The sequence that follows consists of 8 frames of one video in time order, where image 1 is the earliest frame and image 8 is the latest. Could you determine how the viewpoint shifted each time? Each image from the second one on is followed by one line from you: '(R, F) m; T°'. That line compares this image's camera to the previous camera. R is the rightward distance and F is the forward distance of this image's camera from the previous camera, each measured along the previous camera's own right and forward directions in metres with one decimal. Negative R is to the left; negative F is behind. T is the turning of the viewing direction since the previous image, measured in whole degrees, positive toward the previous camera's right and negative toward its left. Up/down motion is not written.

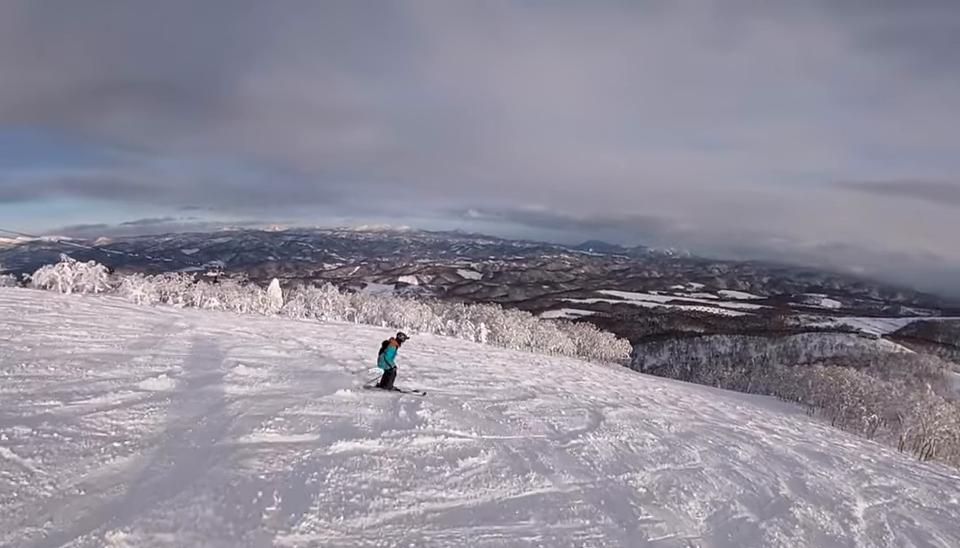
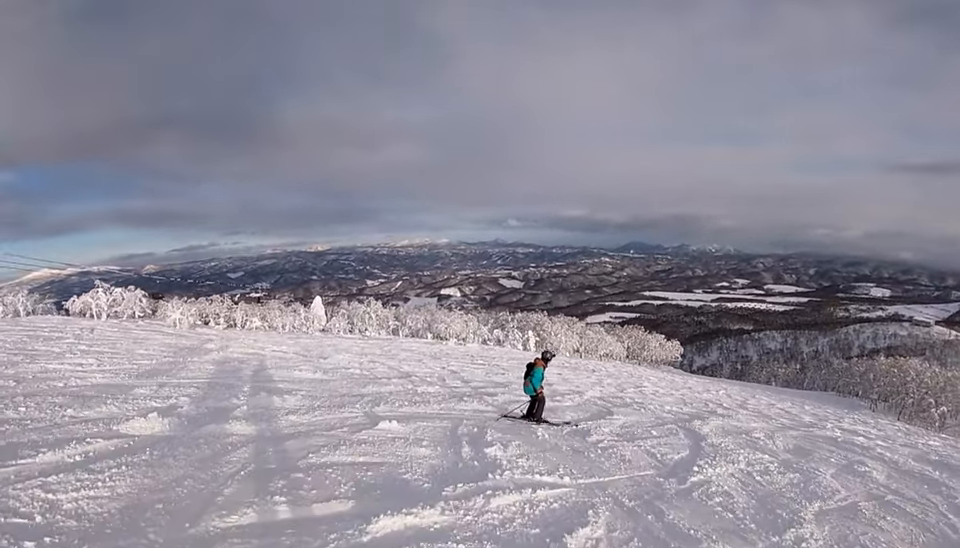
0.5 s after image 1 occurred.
(+0.1, +2.3) m; +6°
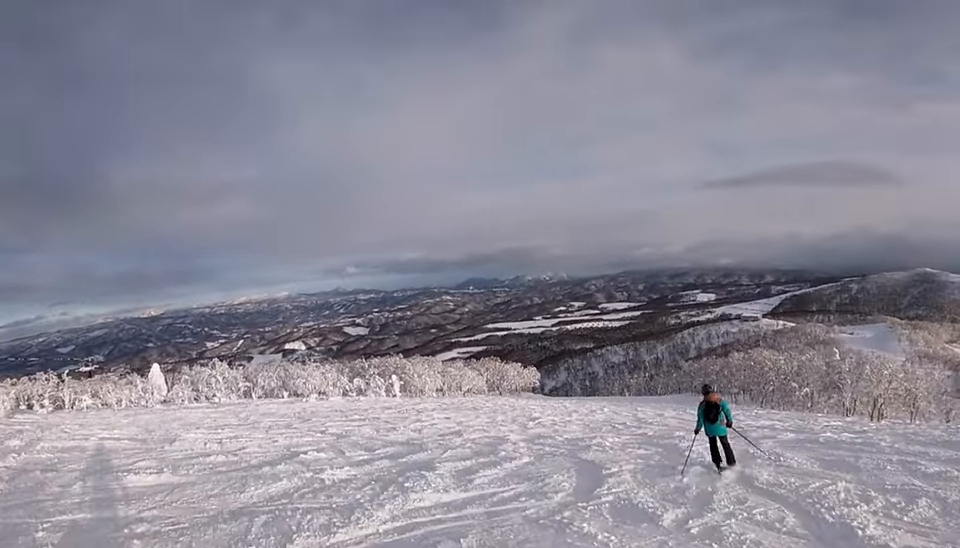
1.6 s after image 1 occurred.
(+0.9, +4.5) m; +31°
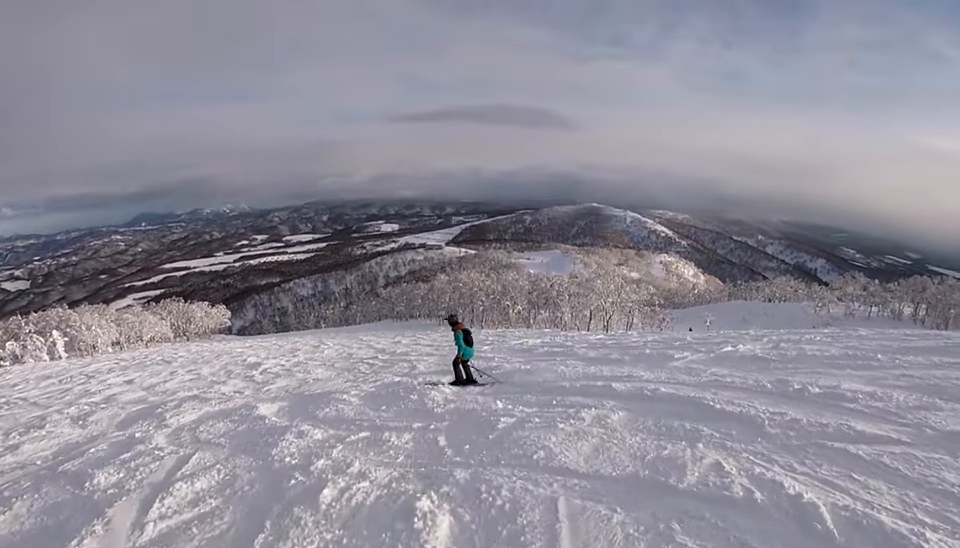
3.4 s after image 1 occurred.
(+4.2, +6.8) m; +37°
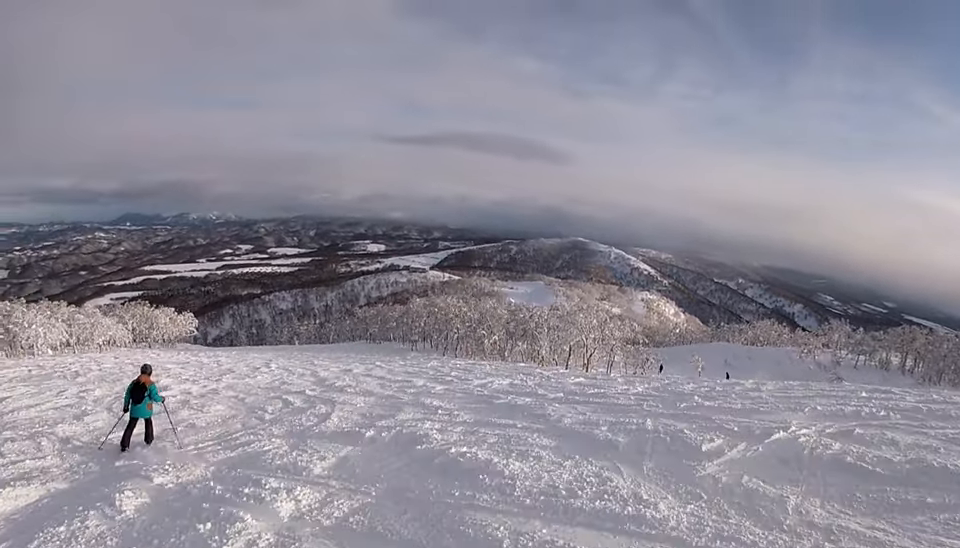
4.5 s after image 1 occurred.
(-0.7, +4.7) m; -21°
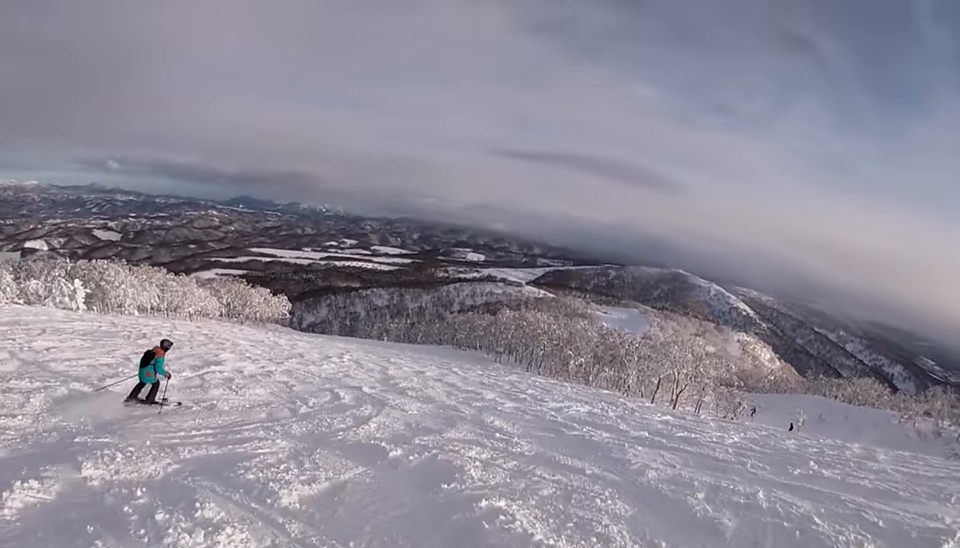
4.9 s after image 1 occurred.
(-0.4, +2.0) m; -8°
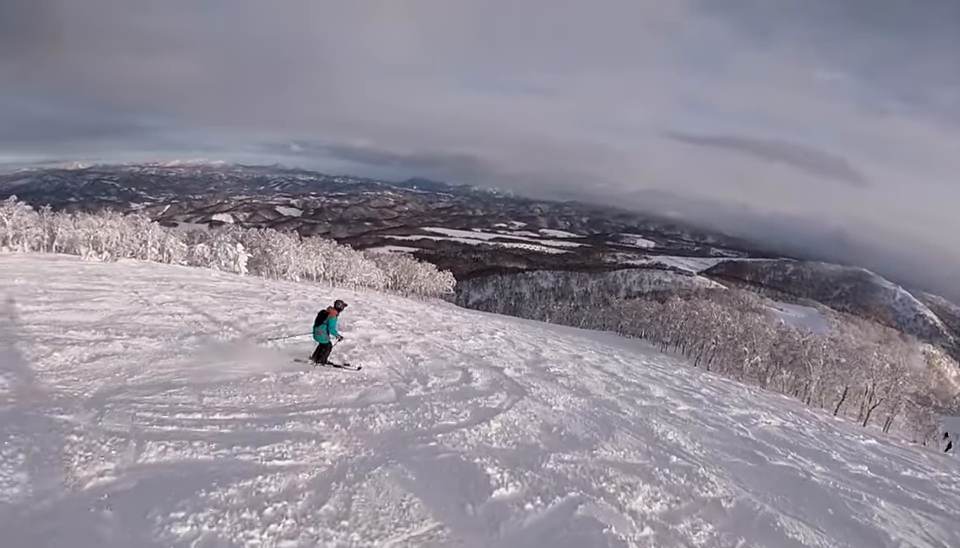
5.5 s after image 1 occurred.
(-0.3, +3.0) m; -12°
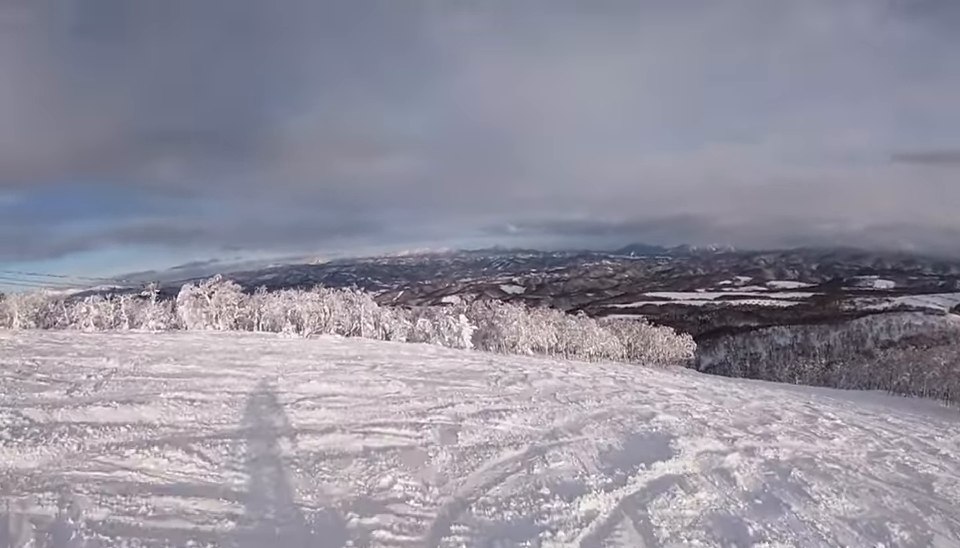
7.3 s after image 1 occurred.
(-2.5, +8.5) m; -22°
